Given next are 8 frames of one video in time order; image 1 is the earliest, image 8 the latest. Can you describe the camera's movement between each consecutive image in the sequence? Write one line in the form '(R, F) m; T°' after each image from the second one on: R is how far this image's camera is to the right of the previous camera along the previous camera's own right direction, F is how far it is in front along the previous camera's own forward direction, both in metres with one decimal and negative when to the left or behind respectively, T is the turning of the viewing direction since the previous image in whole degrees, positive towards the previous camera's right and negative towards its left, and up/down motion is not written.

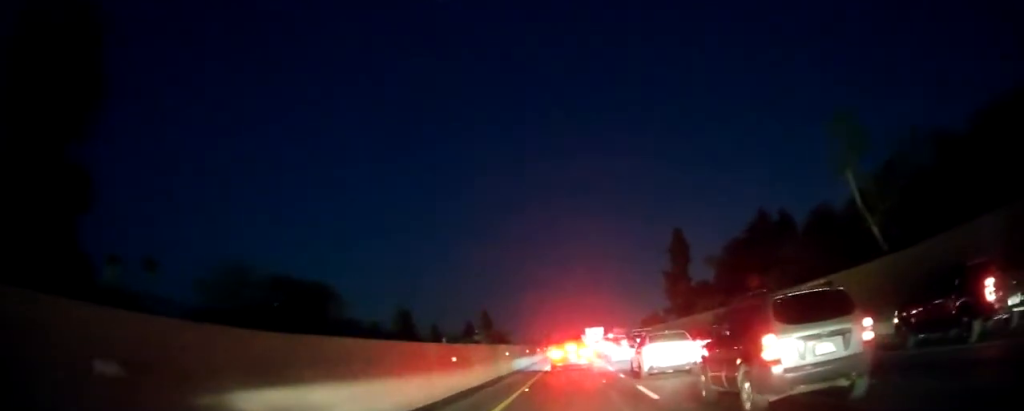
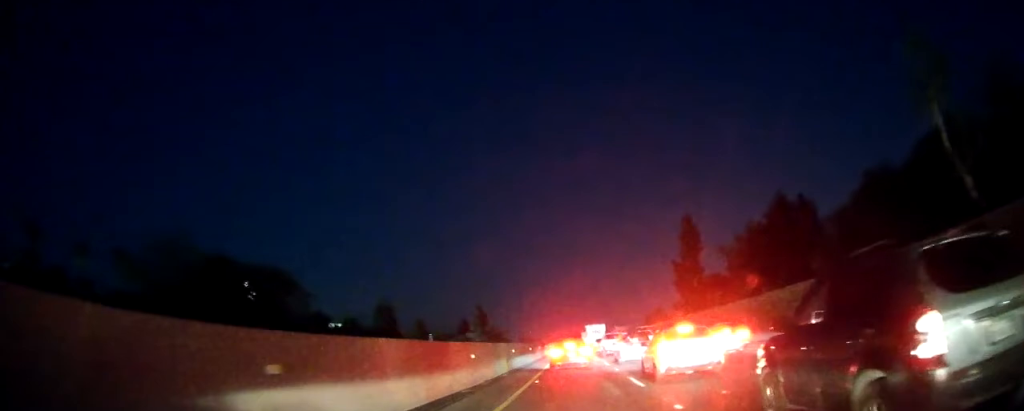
(0.0, +11.1) m; 0°
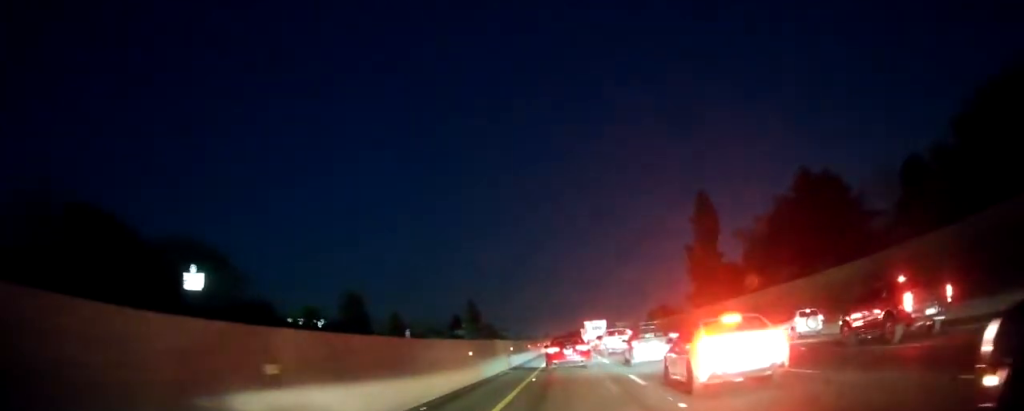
(+0.2, +15.3) m; +1°
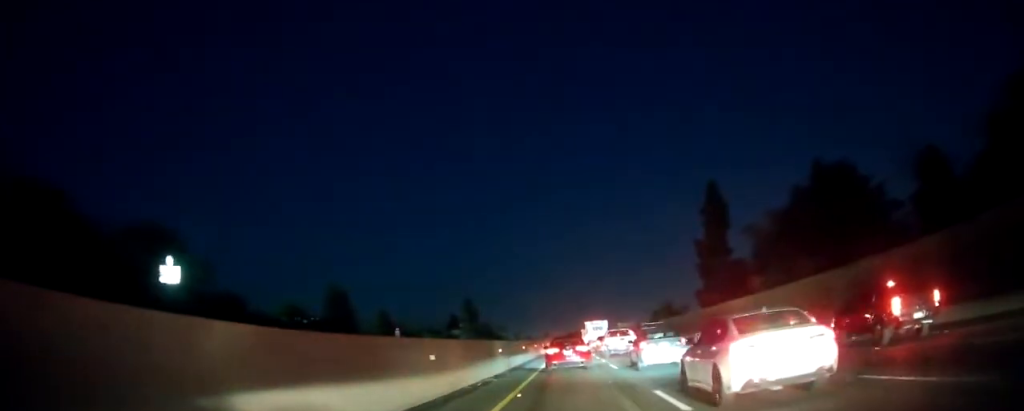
(+0.2, +6.8) m; 0°
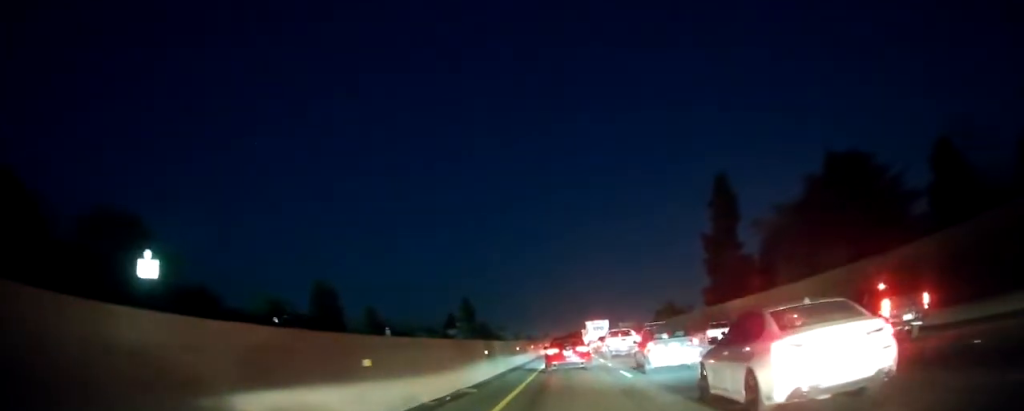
(-0.1, +5.3) m; 0°
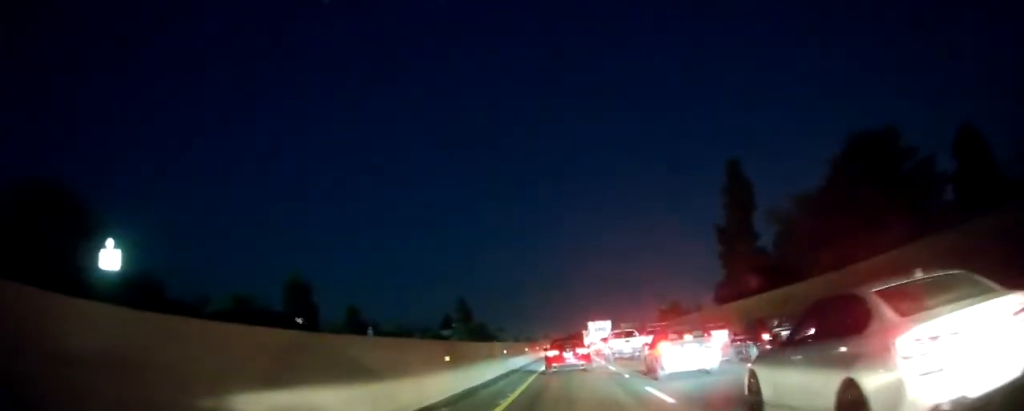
(-0.1, +8.8) m; -1°
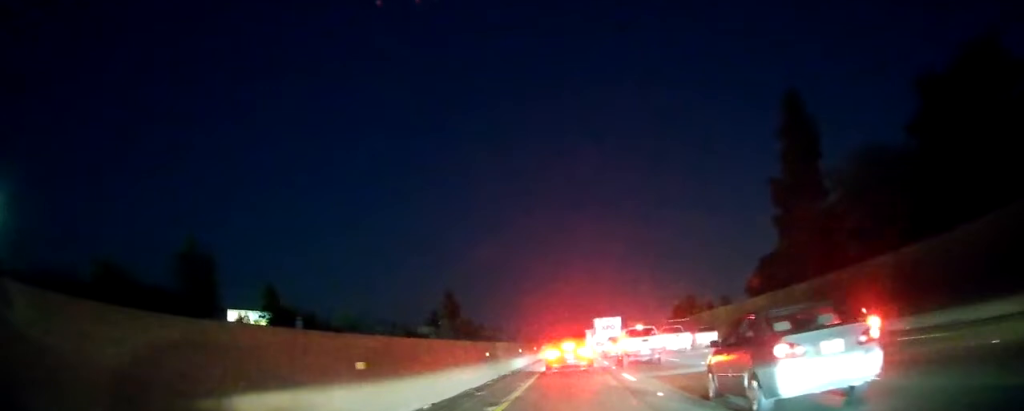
(+0.3, +22.8) m; 0°
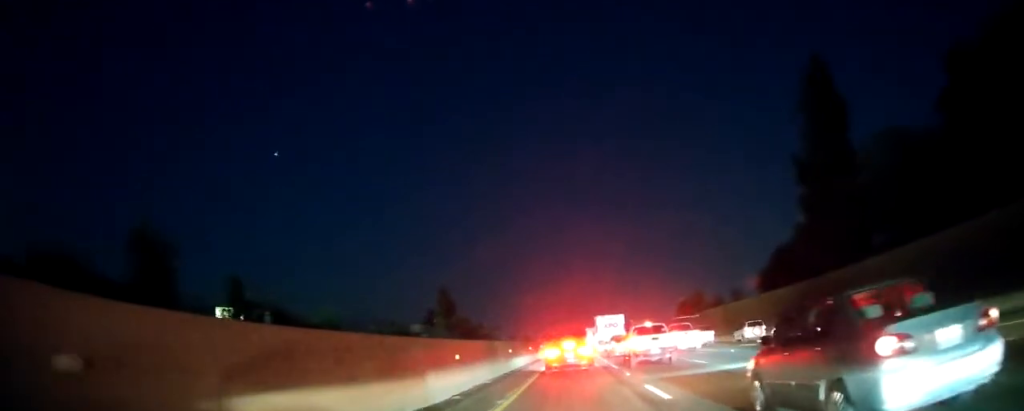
(-0.1, +6.8) m; -1°
